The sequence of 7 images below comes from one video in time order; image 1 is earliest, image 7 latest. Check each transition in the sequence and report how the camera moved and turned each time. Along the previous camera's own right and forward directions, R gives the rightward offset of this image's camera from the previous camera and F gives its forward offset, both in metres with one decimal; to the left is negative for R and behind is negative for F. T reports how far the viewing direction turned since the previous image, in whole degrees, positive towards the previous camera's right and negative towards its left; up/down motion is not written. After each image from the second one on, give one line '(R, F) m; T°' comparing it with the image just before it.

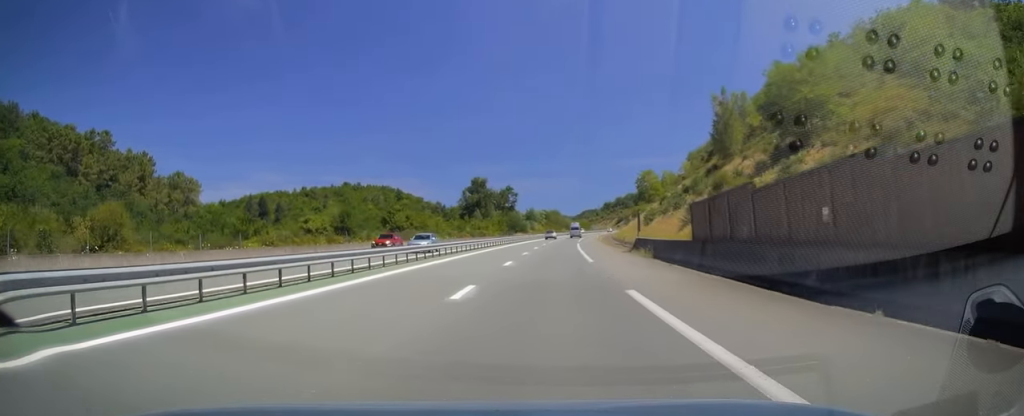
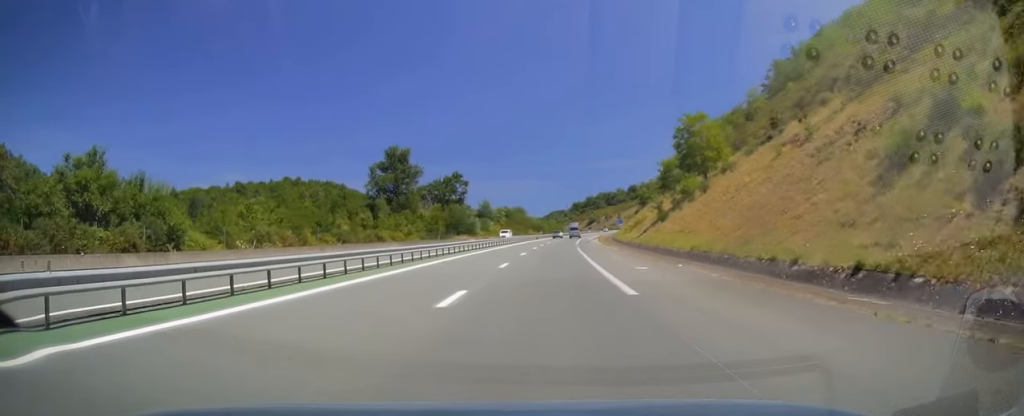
(+1.9, +66.0) m; +3°
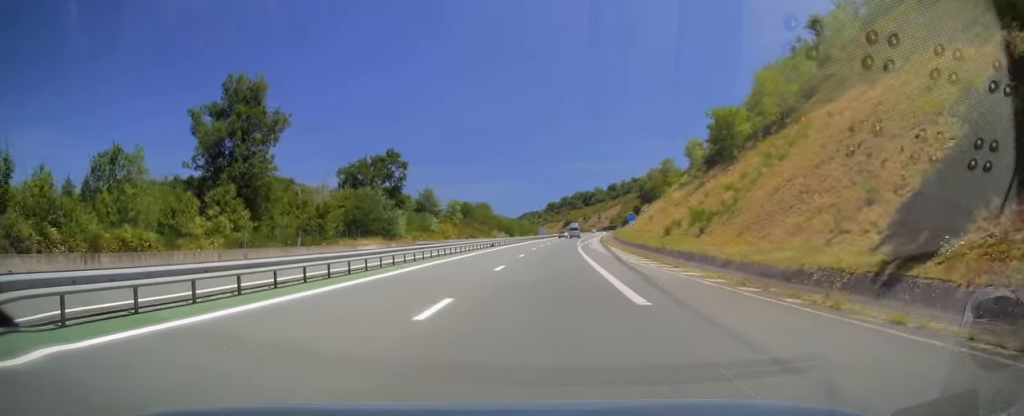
(+1.1, +53.3) m; +2°
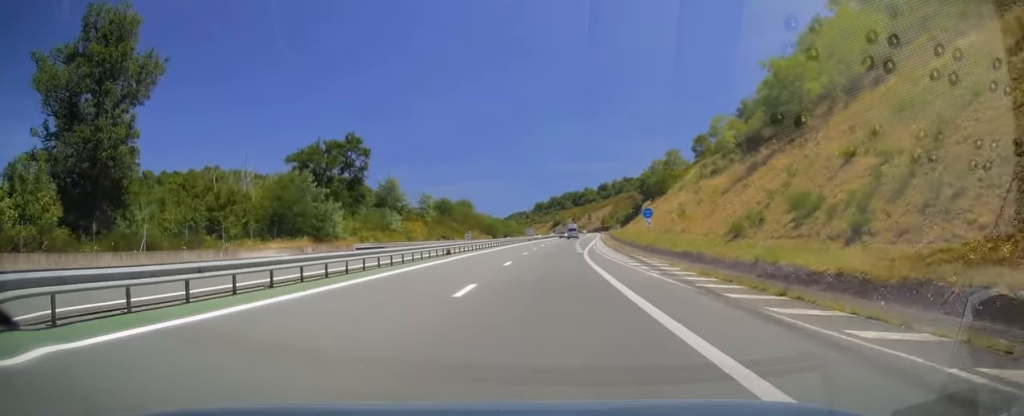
(+0.2, +22.0) m; +1°
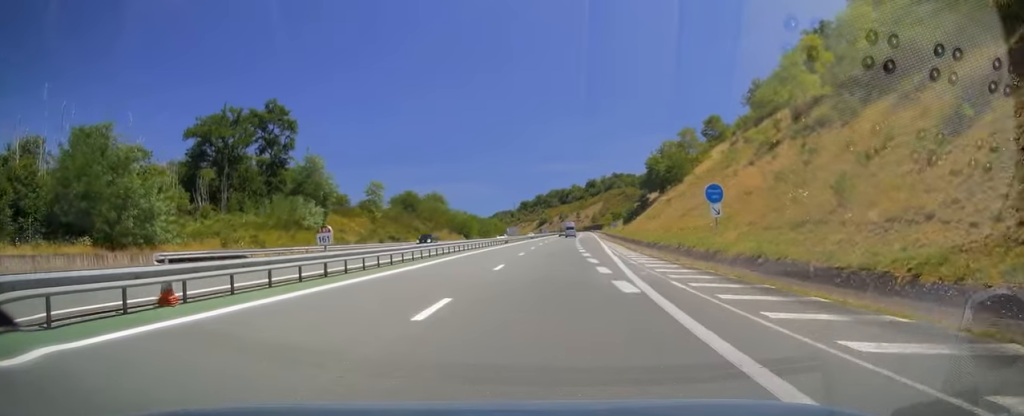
(+0.5, +29.8) m; +2°
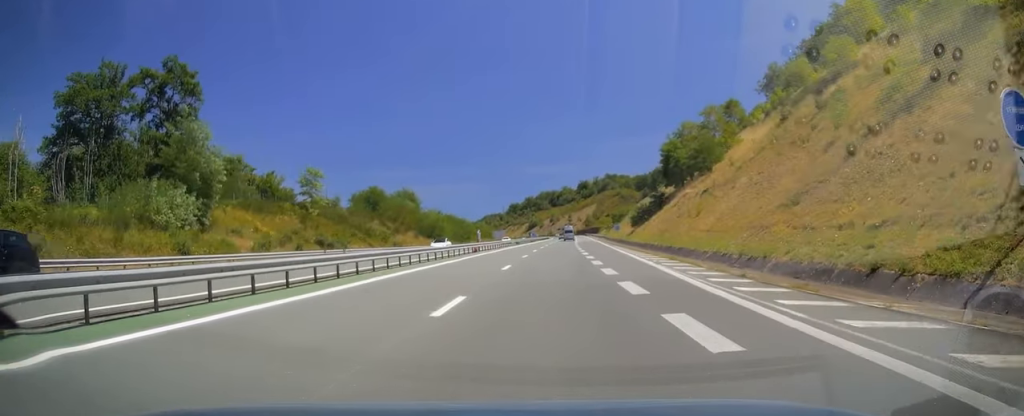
(+0.3, +24.9) m; +1°
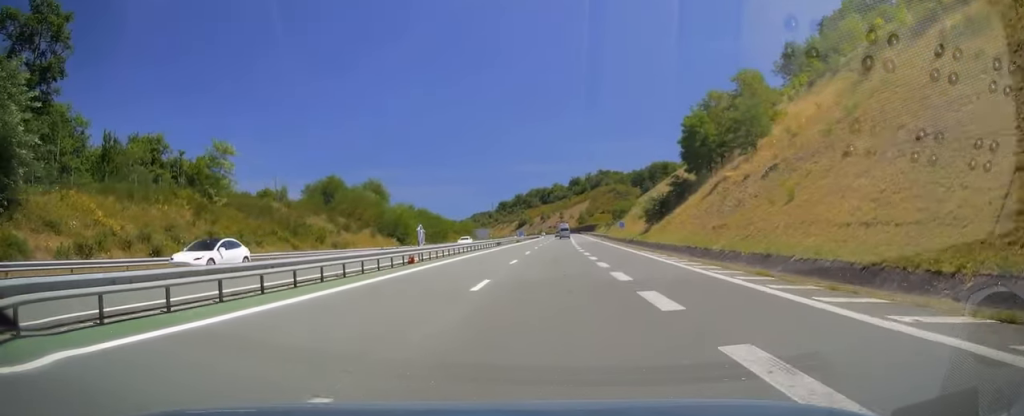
(+0.1, +21.5) m; 0°
